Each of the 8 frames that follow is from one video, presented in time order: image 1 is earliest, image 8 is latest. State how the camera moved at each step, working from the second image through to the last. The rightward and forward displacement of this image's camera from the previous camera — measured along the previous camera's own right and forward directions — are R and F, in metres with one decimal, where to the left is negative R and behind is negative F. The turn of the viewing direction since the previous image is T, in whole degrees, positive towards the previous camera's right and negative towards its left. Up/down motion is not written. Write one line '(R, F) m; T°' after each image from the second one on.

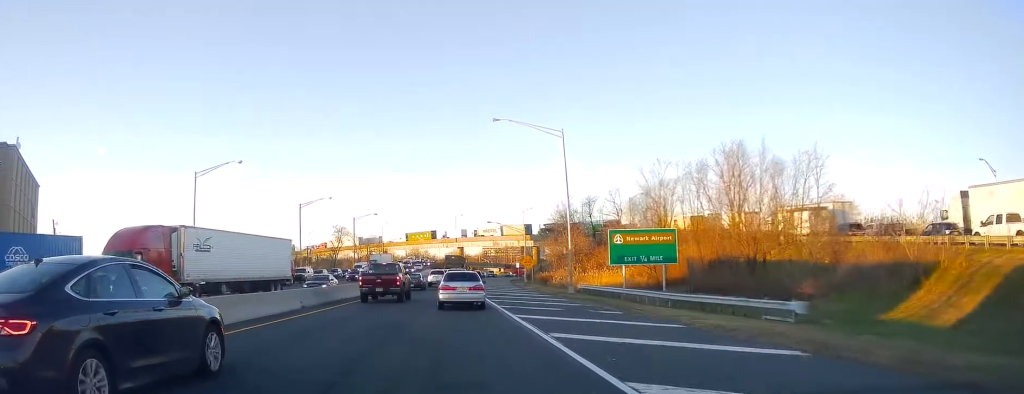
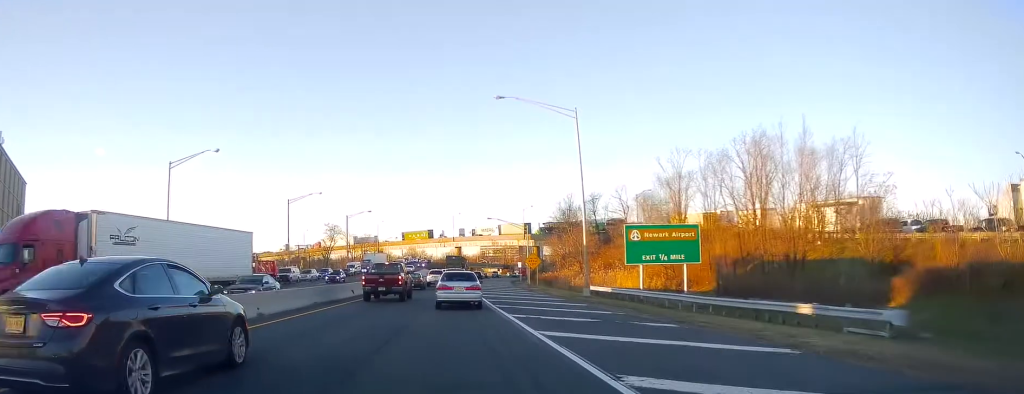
(+0.2, +5.5) m; 0°
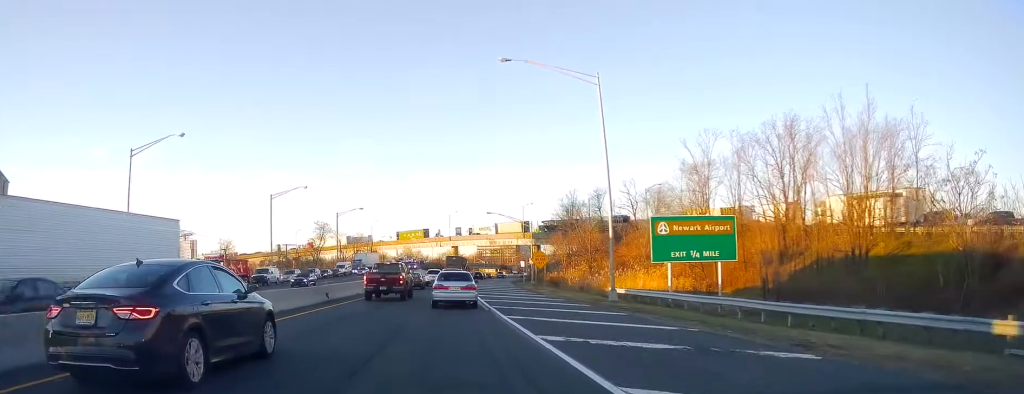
(+0.1, +6.9) m; -1°
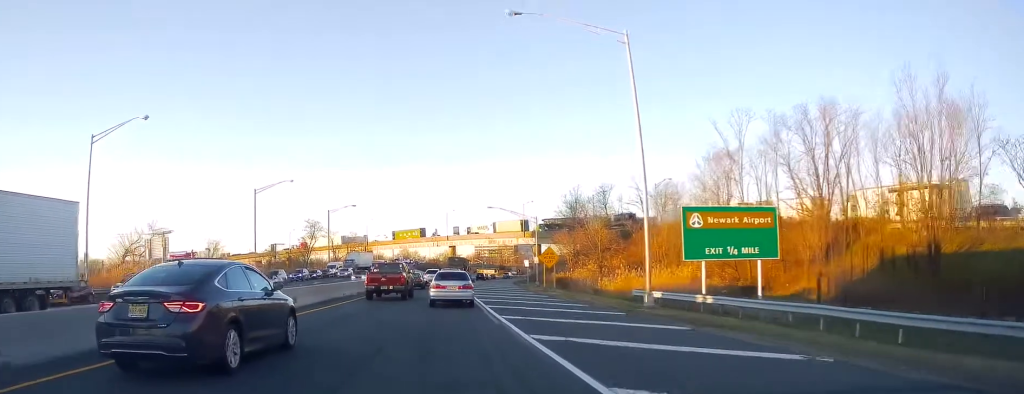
(-0.3, +5.6) m; -2°
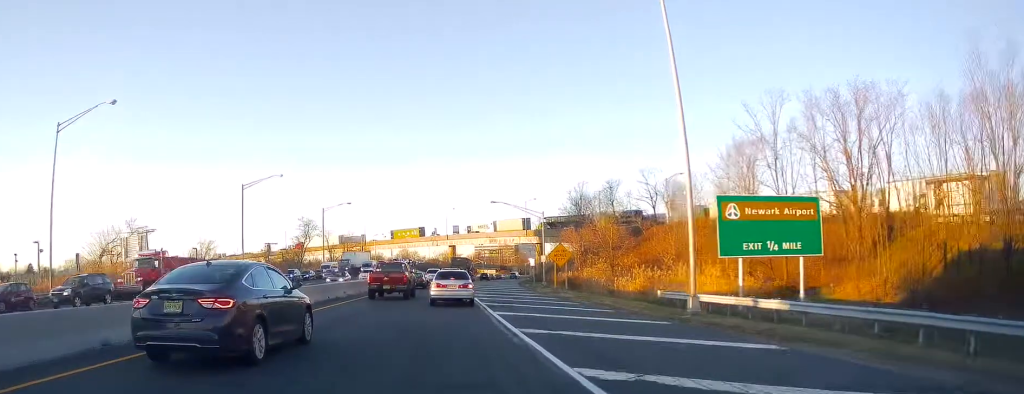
(+0.1, +4.8) m; +2°
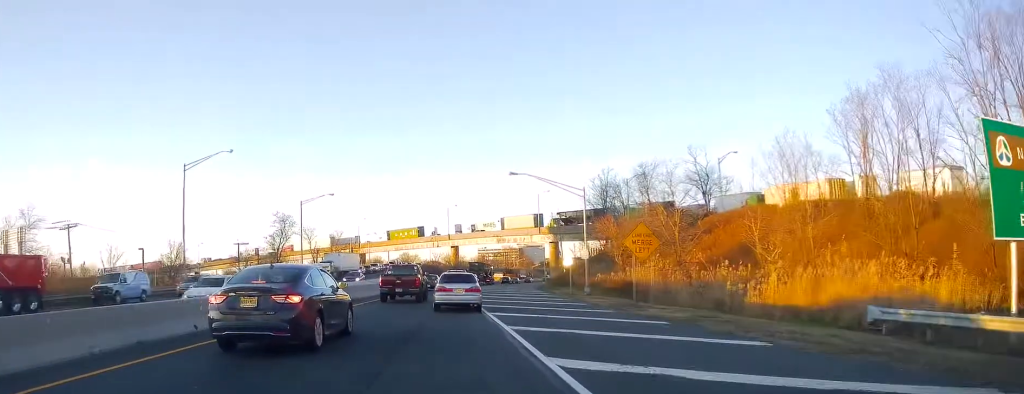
(+0.4, +16.8) m; +1°
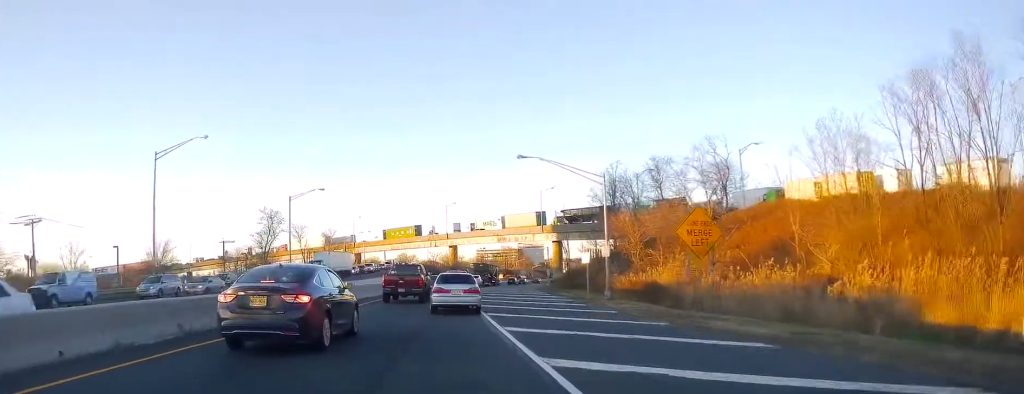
(-0.1, +5.8) m; -1°
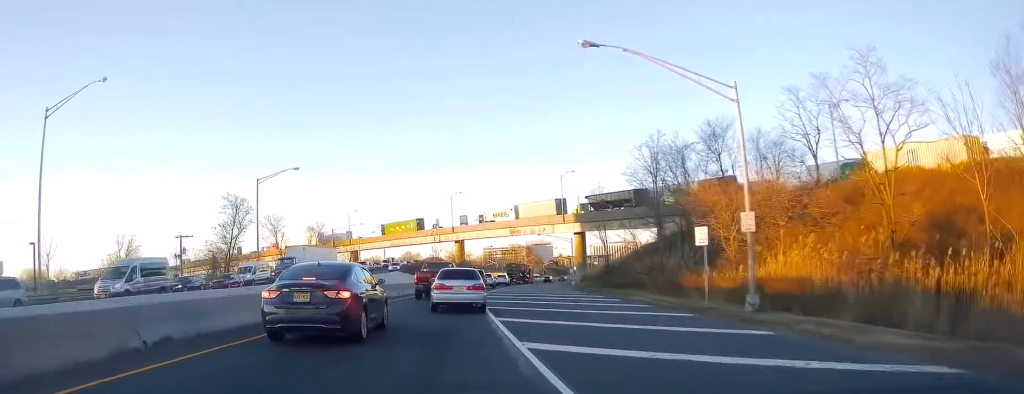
(-0.4, +17.8) m; -2°
